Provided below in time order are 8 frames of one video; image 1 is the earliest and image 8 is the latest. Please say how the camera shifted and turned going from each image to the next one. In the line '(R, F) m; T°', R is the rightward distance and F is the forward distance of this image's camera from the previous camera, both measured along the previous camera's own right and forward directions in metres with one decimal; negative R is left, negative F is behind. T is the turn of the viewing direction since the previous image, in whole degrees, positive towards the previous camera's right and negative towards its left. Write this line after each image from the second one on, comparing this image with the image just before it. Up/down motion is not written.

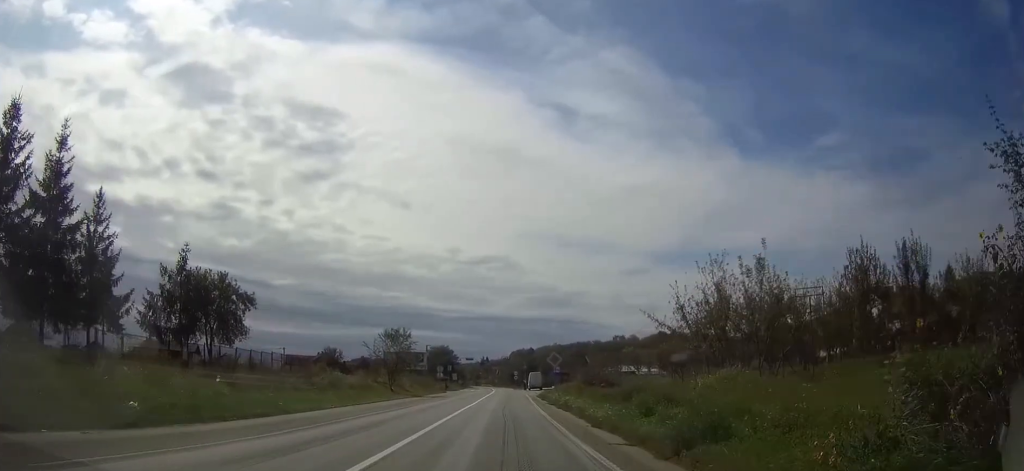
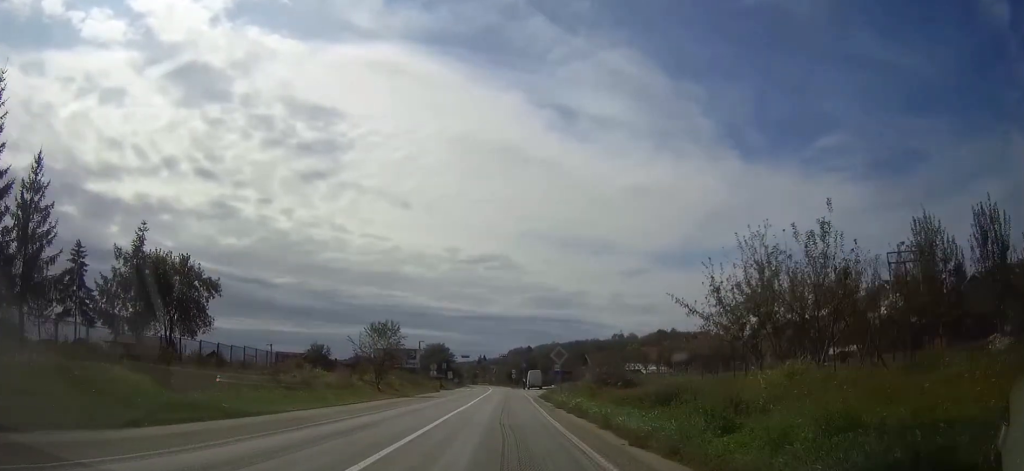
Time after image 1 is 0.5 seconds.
(0.0, +5.7) m; 0°
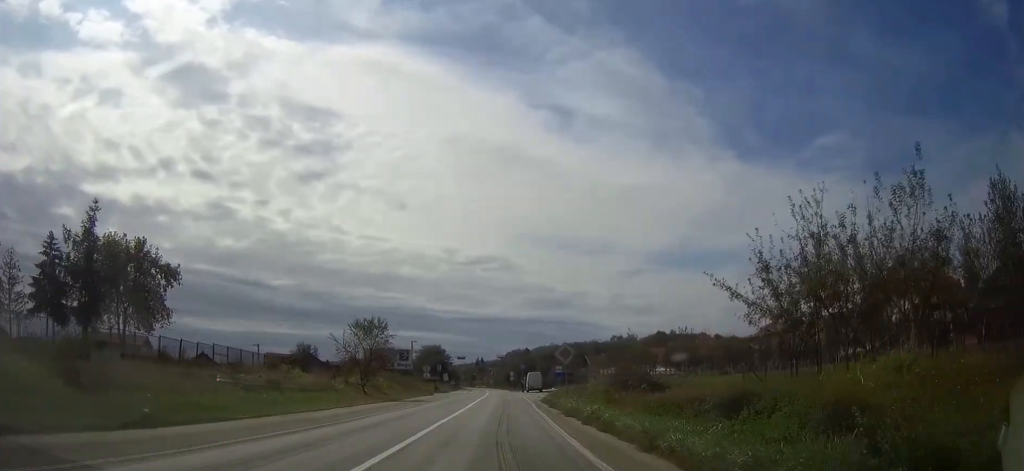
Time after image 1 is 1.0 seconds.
(-0.1, +5.4) m; 0°
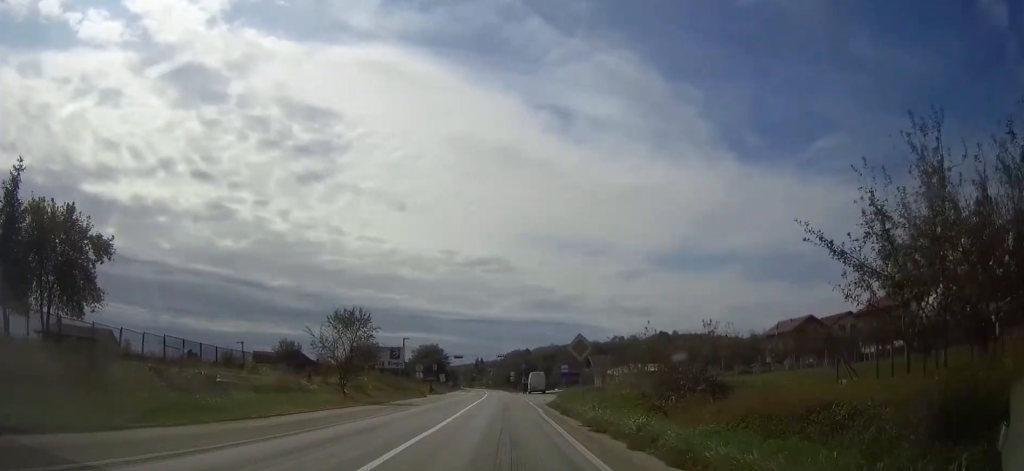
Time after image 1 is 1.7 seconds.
(0.0, +7.1) m; 0°
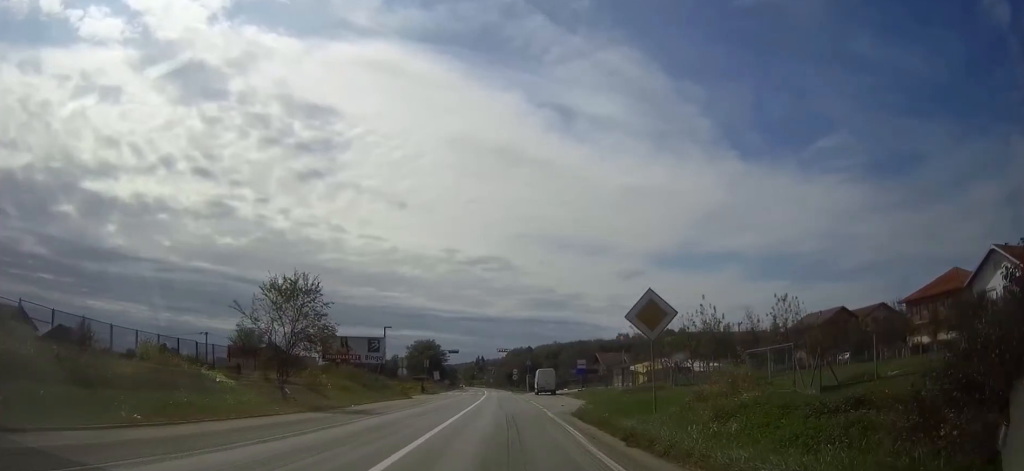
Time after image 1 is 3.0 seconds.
(+0.1, +13.7) m; 0°
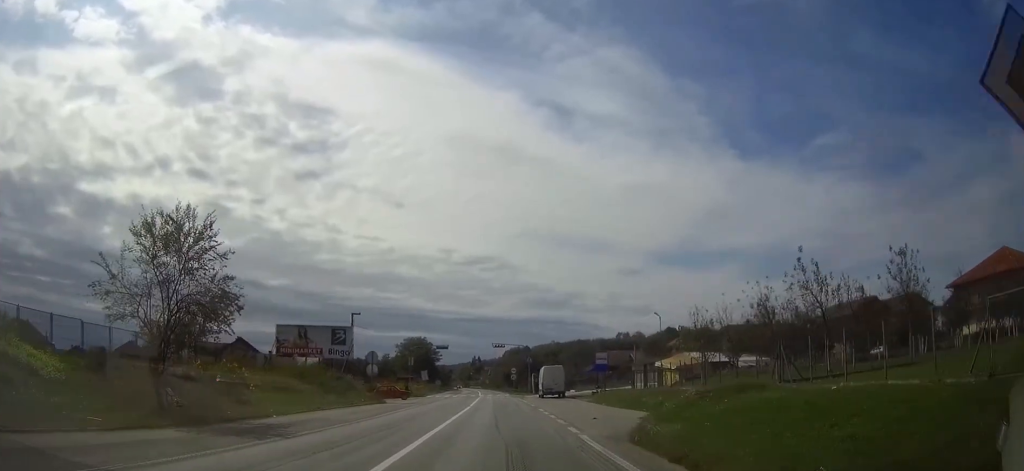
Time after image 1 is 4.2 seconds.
(0.0, +13.3) m; 0°
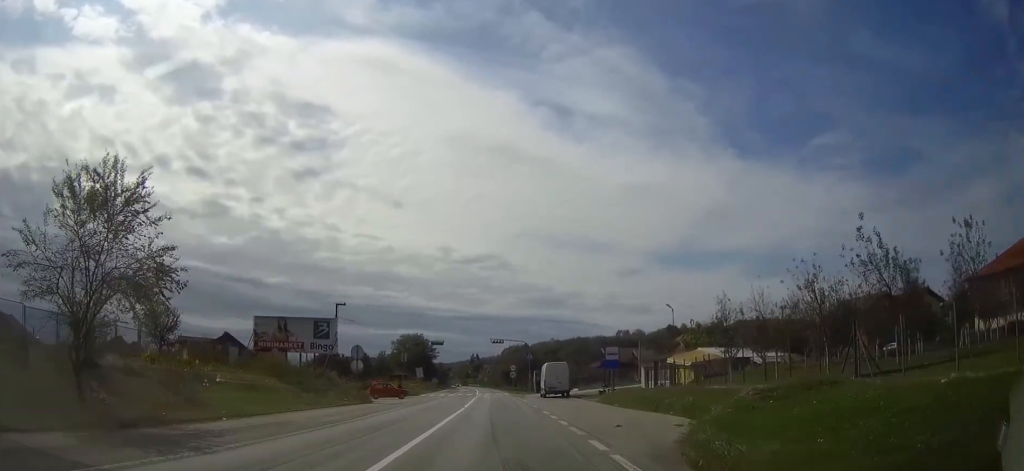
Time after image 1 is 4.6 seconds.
(0.0, +4.8) m; 0°
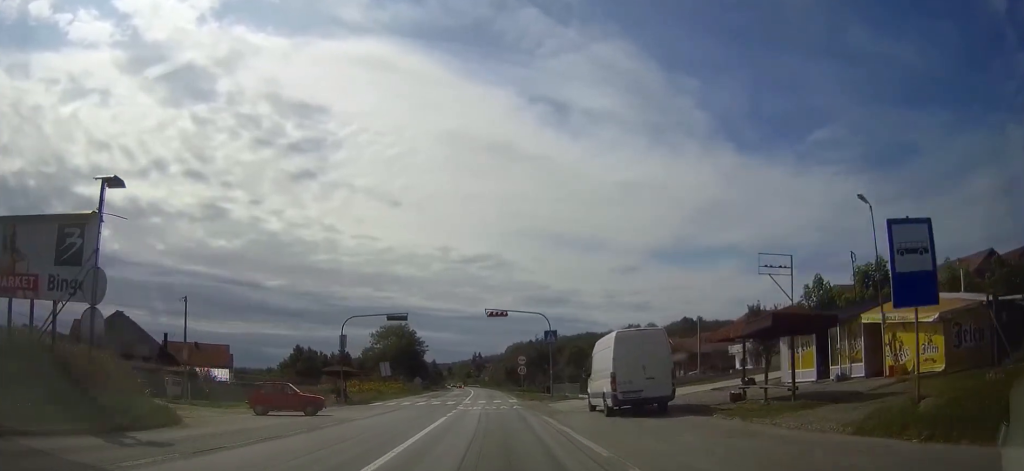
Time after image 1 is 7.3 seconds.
(+0.2, +30.6) m; 0°
